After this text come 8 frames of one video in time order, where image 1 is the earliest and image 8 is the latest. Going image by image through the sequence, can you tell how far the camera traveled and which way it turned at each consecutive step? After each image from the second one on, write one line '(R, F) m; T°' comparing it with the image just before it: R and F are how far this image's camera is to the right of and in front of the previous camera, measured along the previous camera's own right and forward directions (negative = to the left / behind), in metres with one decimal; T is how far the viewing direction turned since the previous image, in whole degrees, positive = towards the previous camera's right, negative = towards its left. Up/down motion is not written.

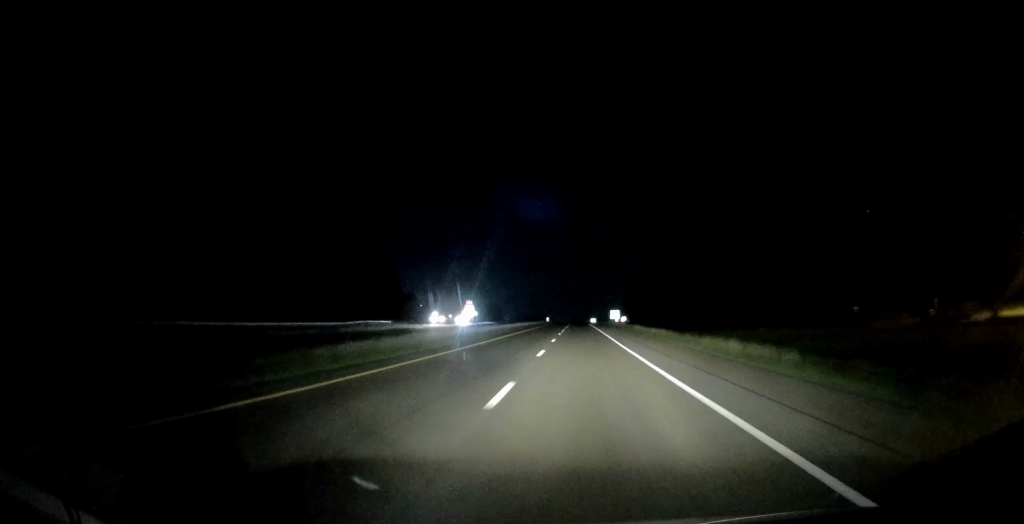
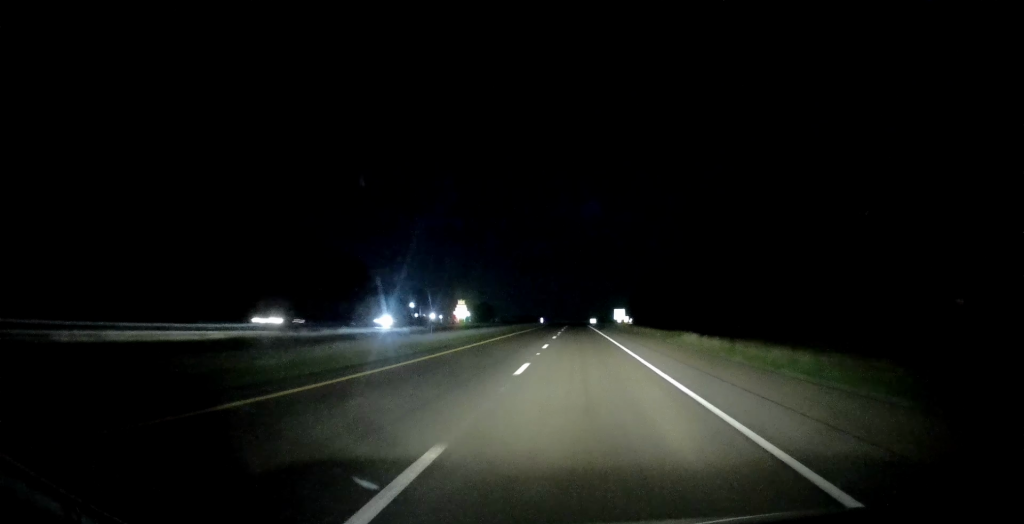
(-0.1, +31.8) m; 0°
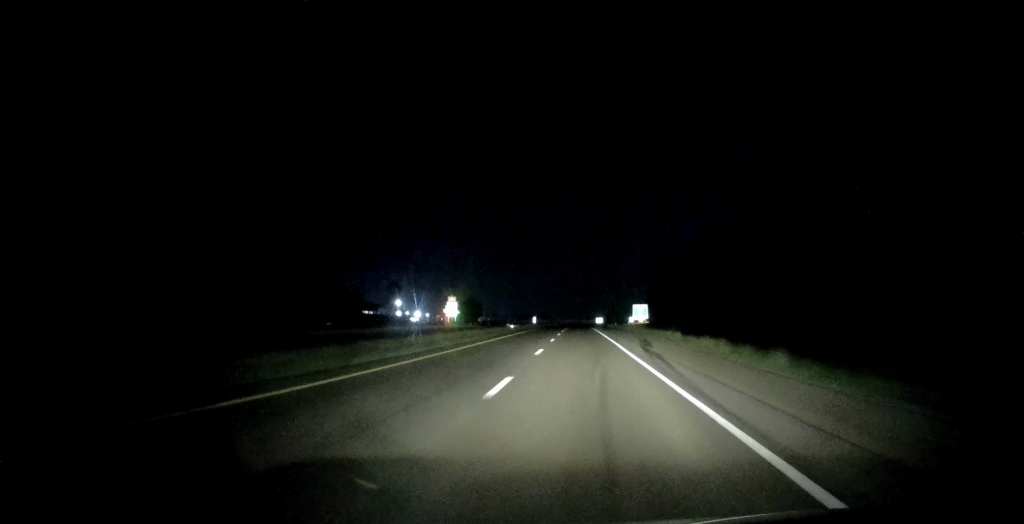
(0.0, +52.3) m; +1°
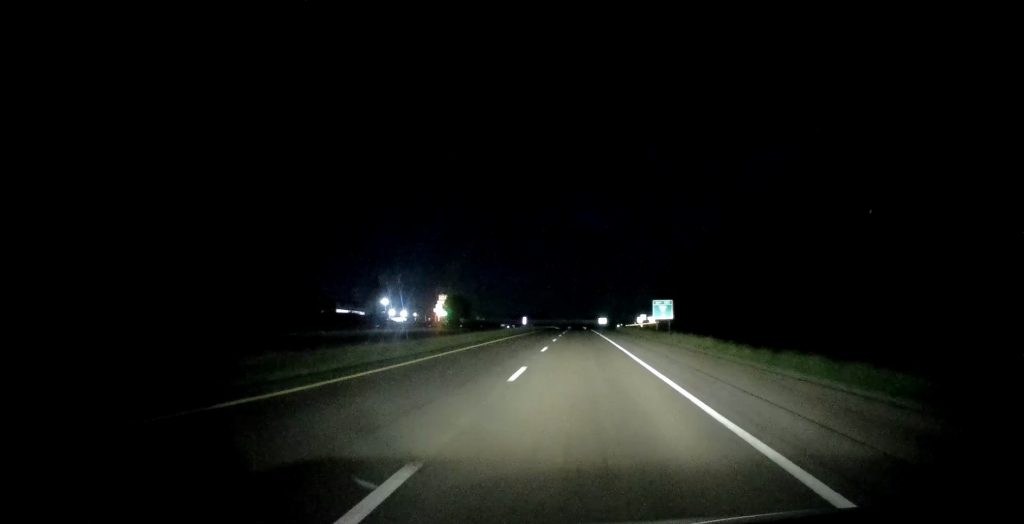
(+0.3, +33.0) m; 0°
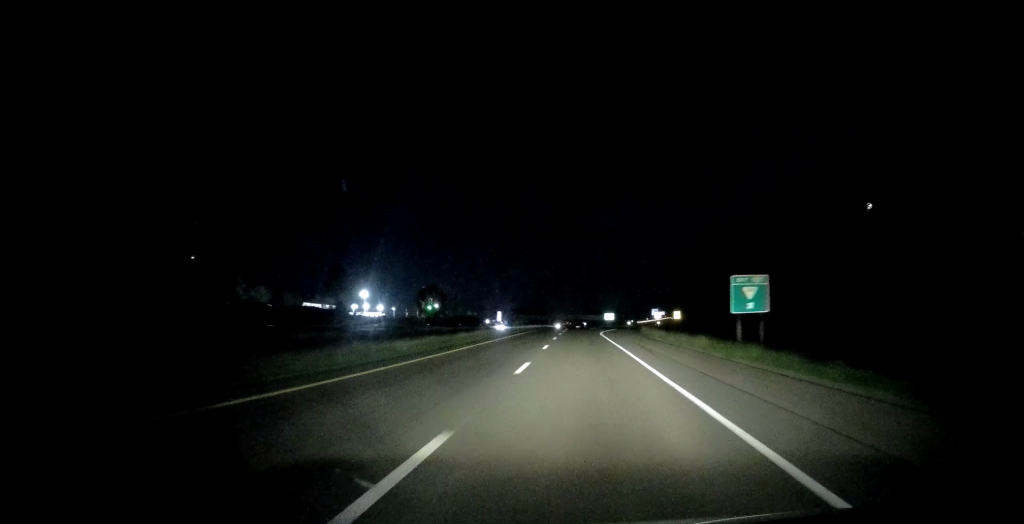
(-0.4, +46.7) m; -1°
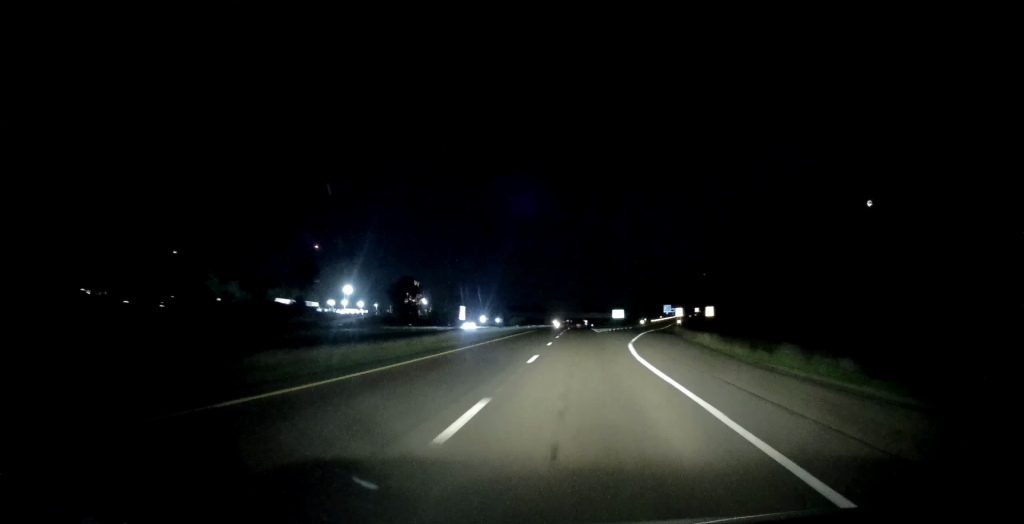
(-0.1, +33.0) m; 0°
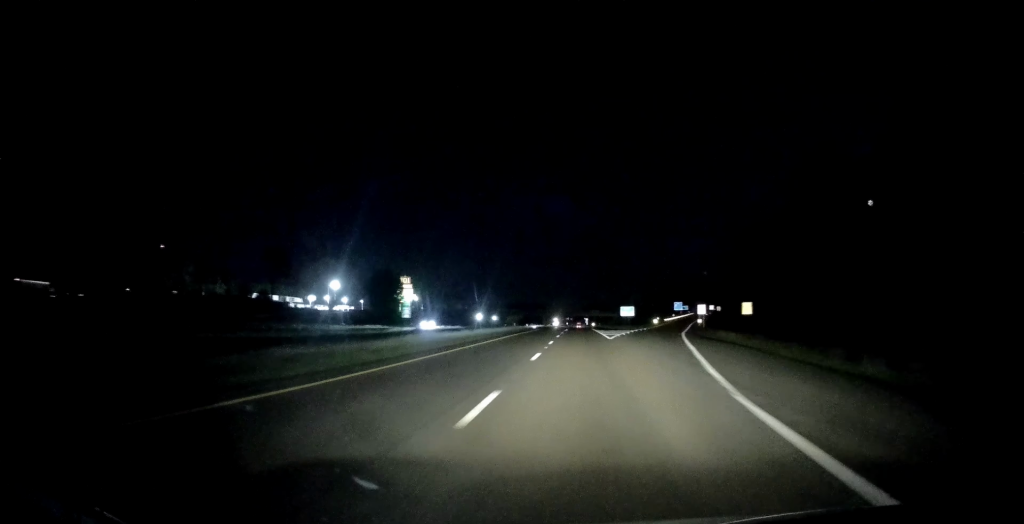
(0.0, +22.8) m; 0°
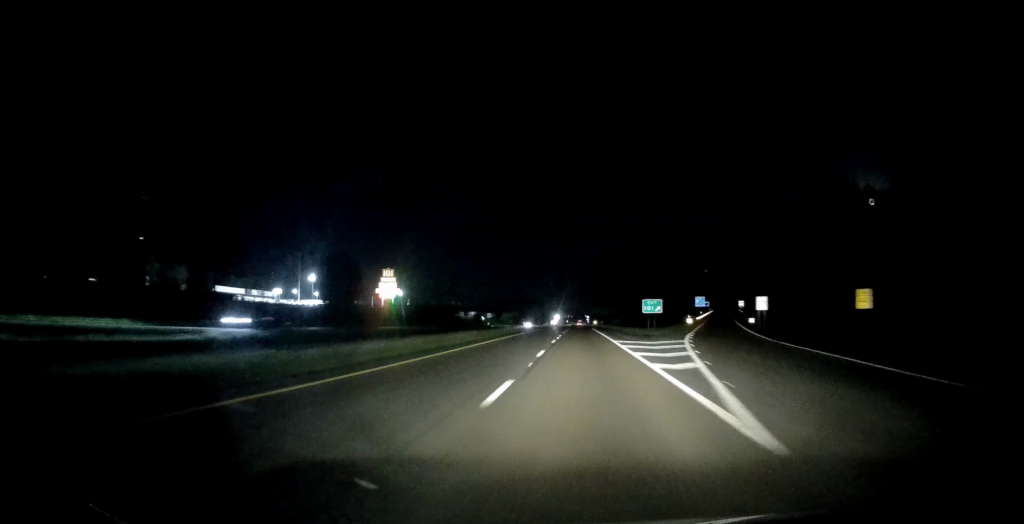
(0.0, +34.4) m; 0°
